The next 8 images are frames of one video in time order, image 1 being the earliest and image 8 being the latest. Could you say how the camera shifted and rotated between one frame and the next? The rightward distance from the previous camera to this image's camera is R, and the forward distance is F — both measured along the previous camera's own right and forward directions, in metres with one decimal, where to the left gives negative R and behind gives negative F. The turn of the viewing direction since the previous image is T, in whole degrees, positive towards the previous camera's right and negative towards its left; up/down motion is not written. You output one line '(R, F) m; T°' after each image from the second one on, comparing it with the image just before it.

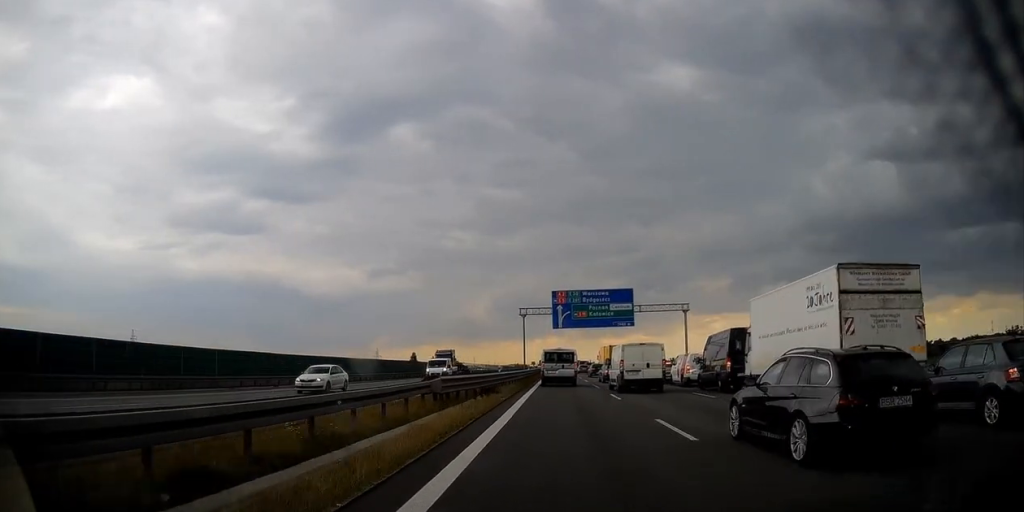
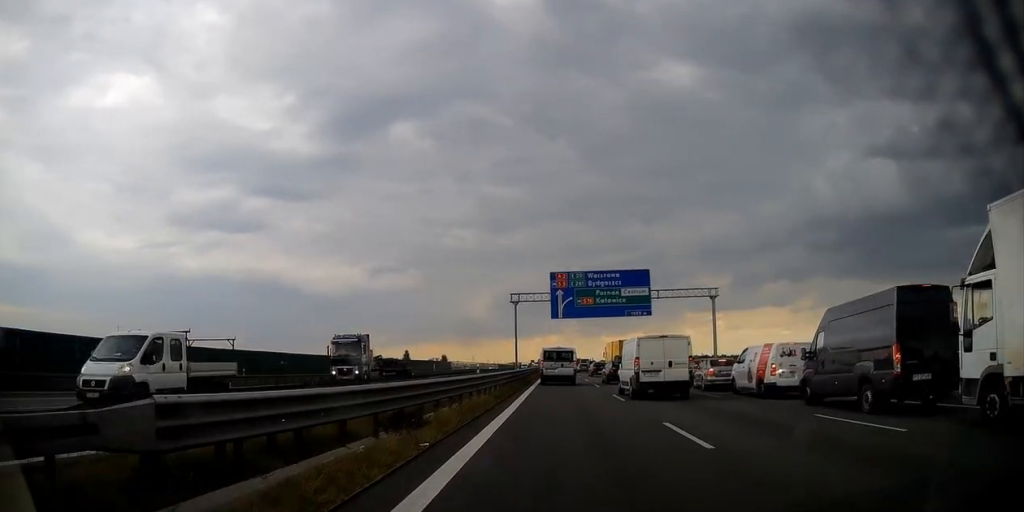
(0.0, +15.0) m; 0°
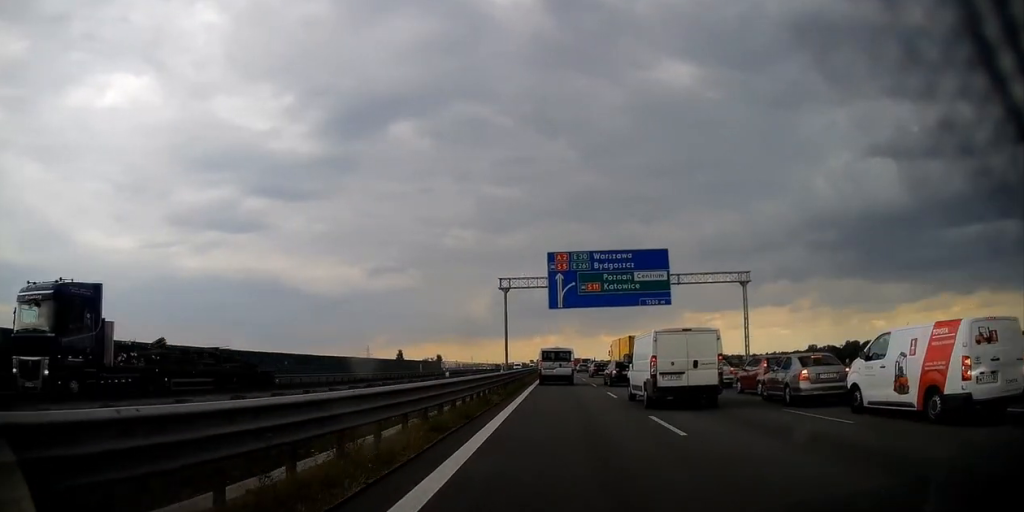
(0.0, +11.4) m; 0°
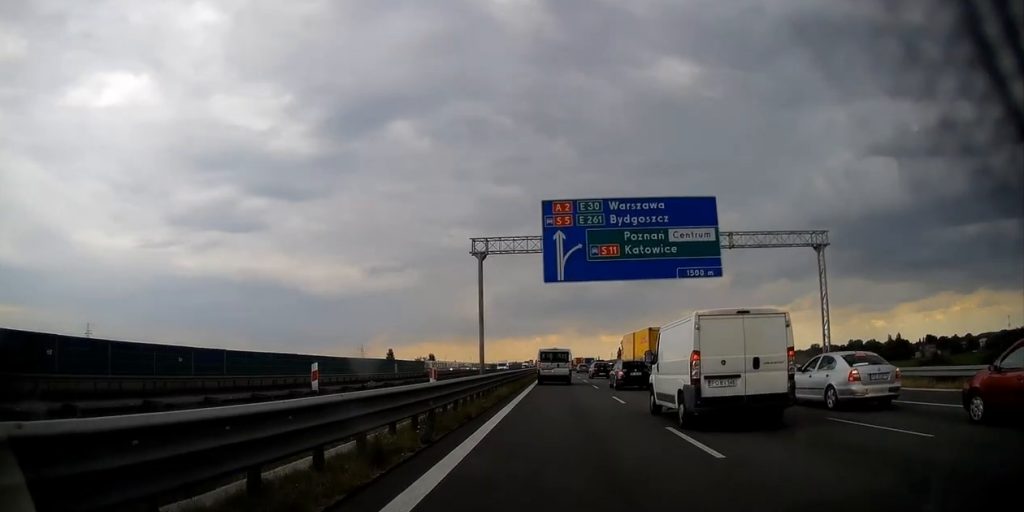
(0.0, +16.1) m; 0°
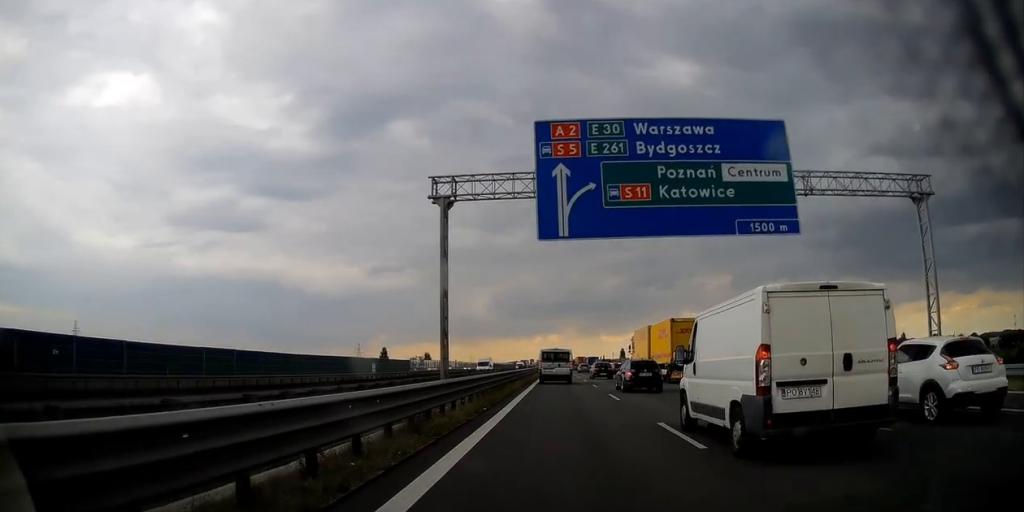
(0.0, +11.2) m; 0°
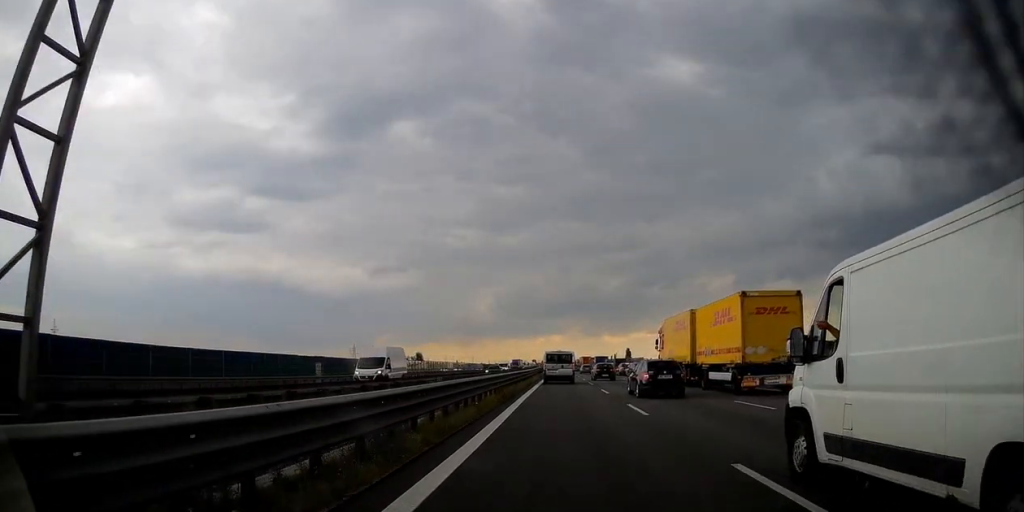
(0.0, +18.3) m; 0°
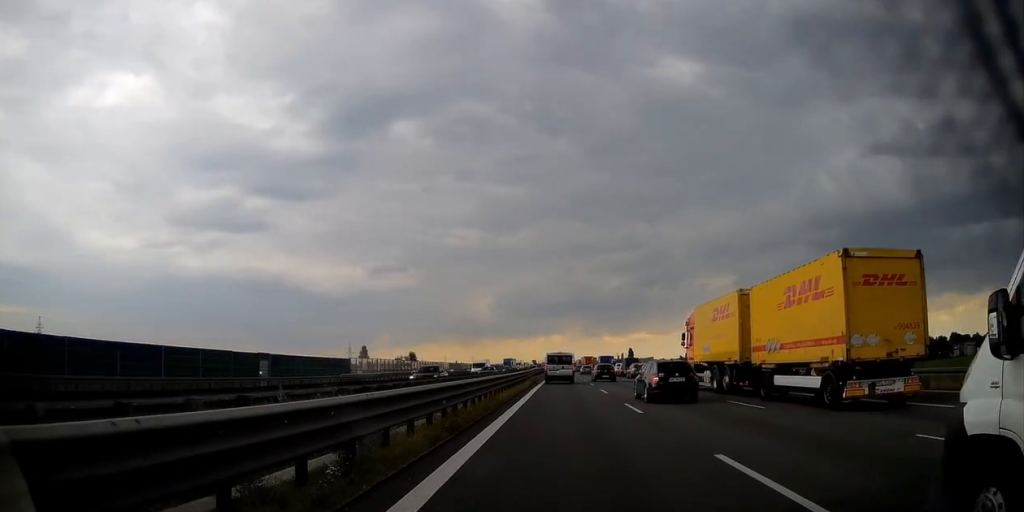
(0.0, +10.8) m; 0°
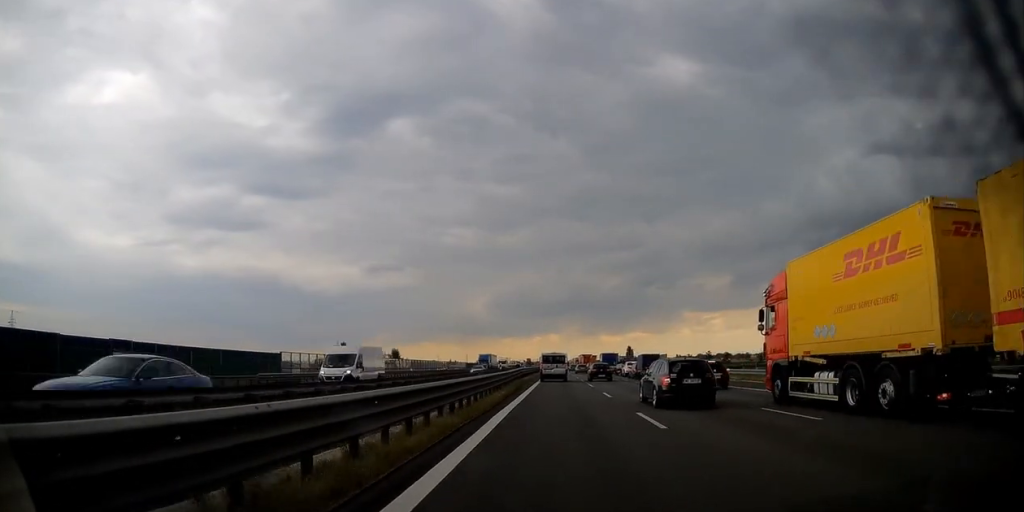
(-0.1, +15.5) m; -1°
